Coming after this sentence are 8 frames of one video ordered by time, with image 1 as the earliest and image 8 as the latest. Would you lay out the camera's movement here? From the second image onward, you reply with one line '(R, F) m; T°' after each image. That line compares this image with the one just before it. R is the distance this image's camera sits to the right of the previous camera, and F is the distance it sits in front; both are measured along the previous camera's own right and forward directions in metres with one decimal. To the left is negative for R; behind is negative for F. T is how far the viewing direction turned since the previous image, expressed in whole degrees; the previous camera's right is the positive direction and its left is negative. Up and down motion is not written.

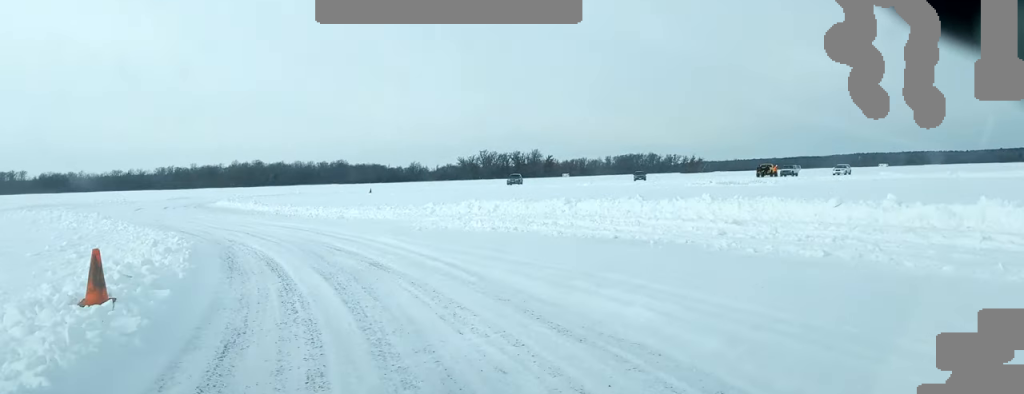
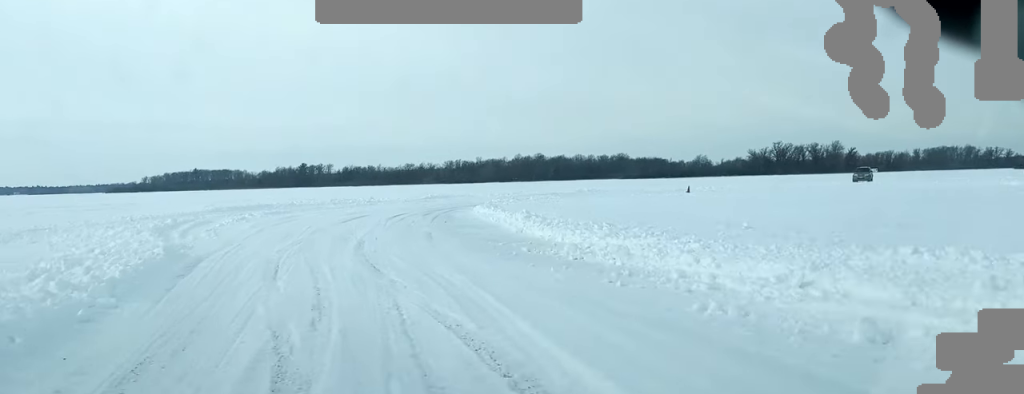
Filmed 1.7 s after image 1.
(-2.8, +25.7) m; -13°
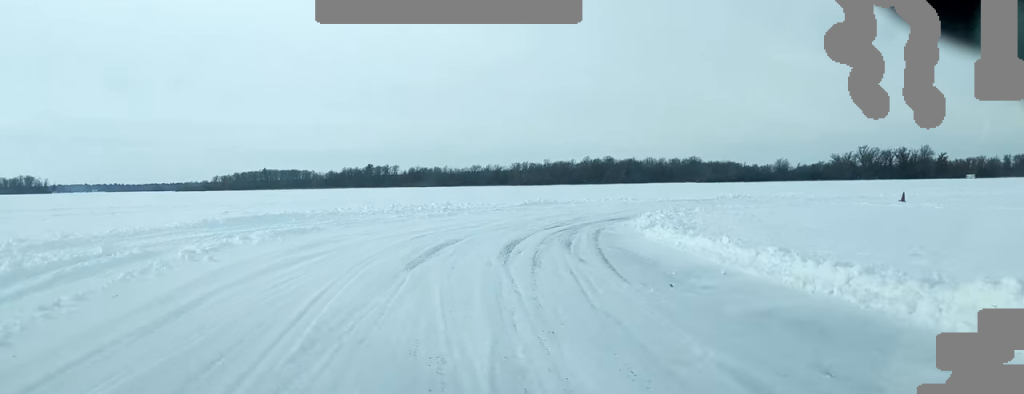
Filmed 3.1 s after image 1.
(-1.5, +19.3) m; -3°
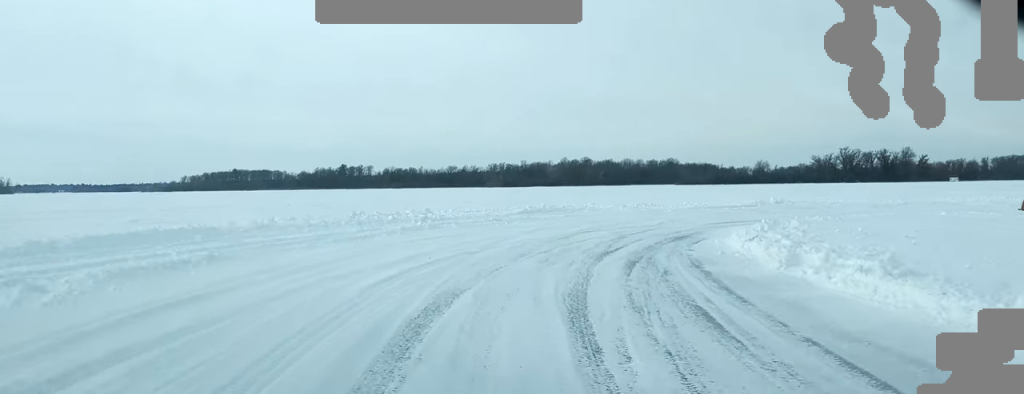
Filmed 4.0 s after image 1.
(+0.3, +11.4) m; +5°
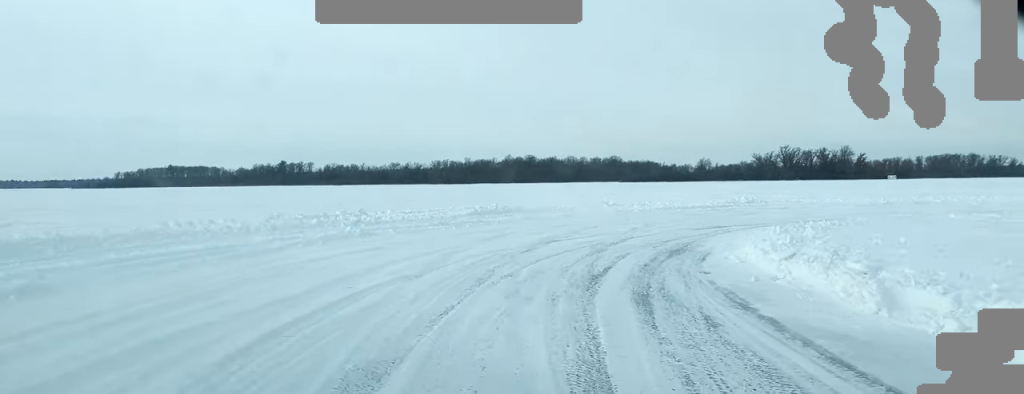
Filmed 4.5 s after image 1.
(0.0, +5.4) m; +3°
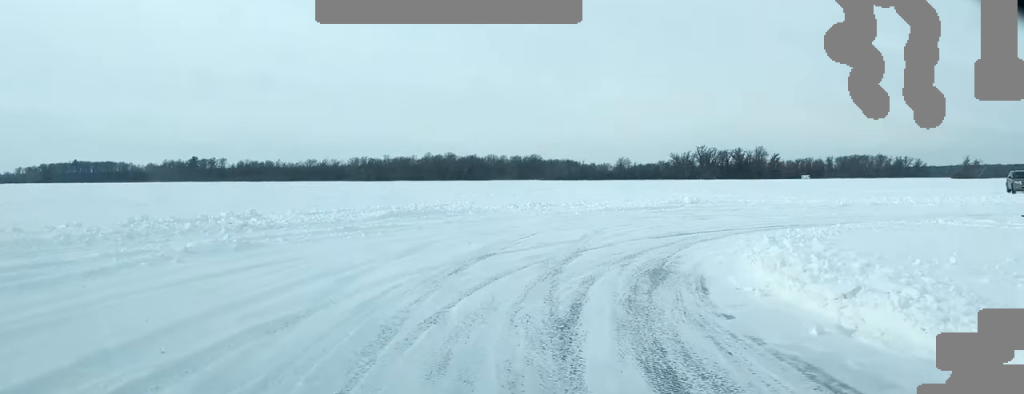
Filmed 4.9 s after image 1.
(+0.3, +4.7) m; +5°
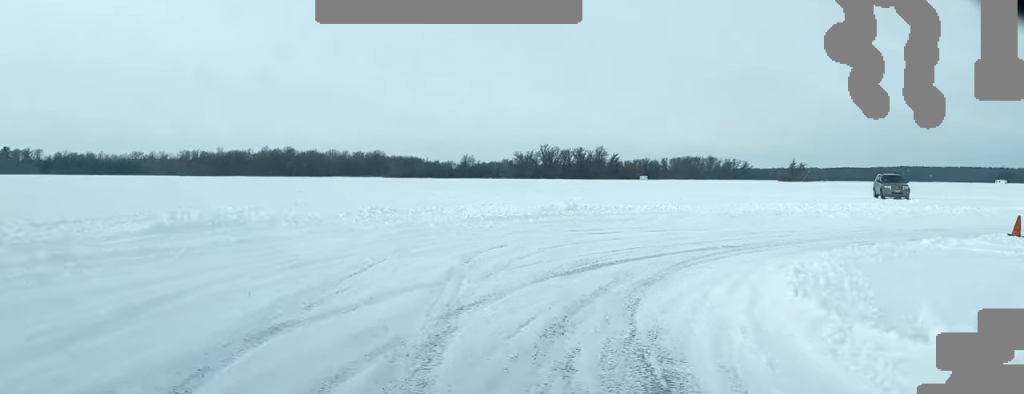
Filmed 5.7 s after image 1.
(+0.5, +8.3) m; +9°
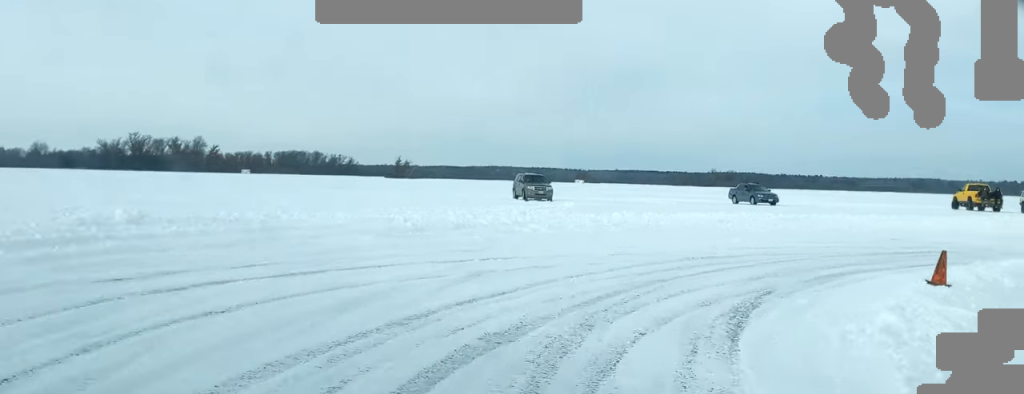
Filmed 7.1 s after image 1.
(+2.0, +12.5) m; +24°
